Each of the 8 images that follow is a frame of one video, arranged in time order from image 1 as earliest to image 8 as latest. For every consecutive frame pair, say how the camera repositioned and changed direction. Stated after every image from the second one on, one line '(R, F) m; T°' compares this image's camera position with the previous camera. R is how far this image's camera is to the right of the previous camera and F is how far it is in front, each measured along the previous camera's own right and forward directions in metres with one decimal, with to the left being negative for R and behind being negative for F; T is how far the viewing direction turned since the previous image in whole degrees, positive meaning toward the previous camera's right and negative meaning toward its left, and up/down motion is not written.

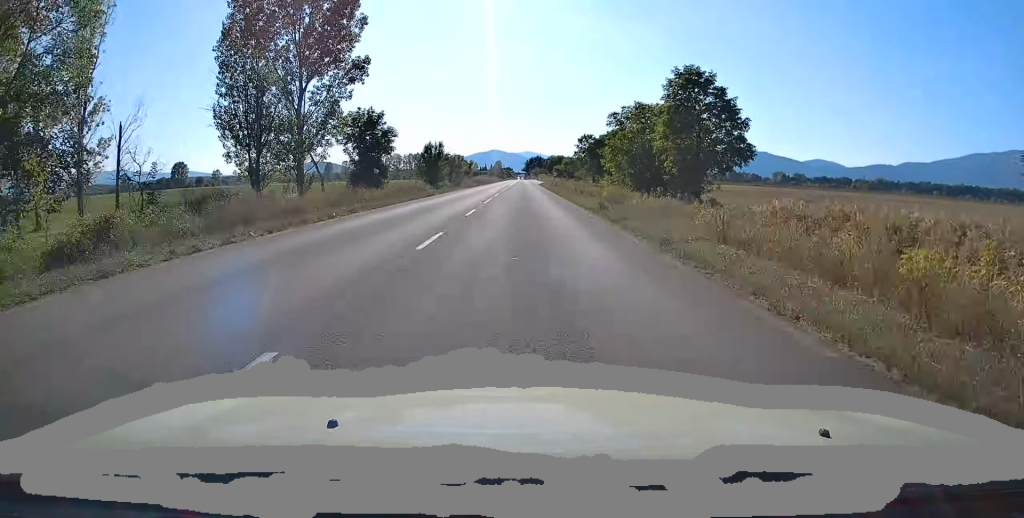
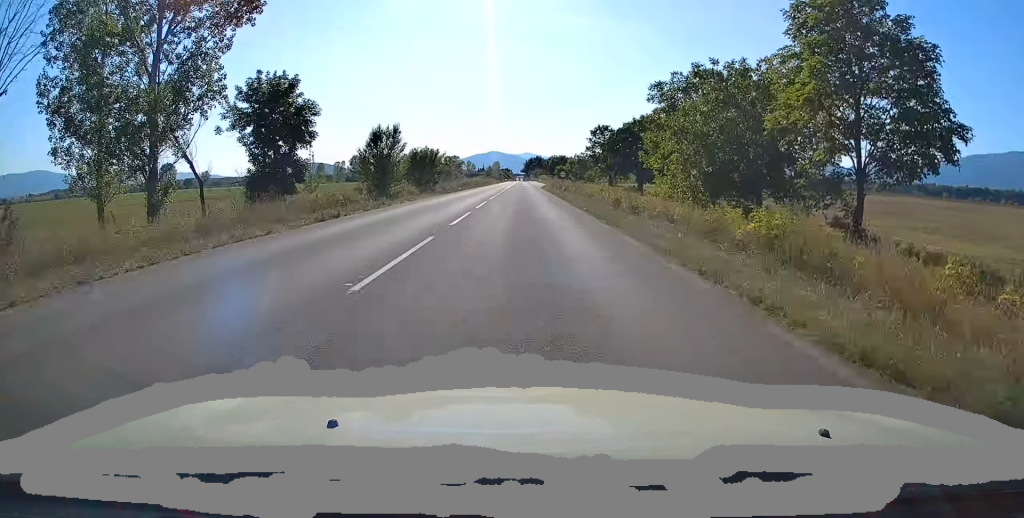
(+0.2, +21.3) m; 0°
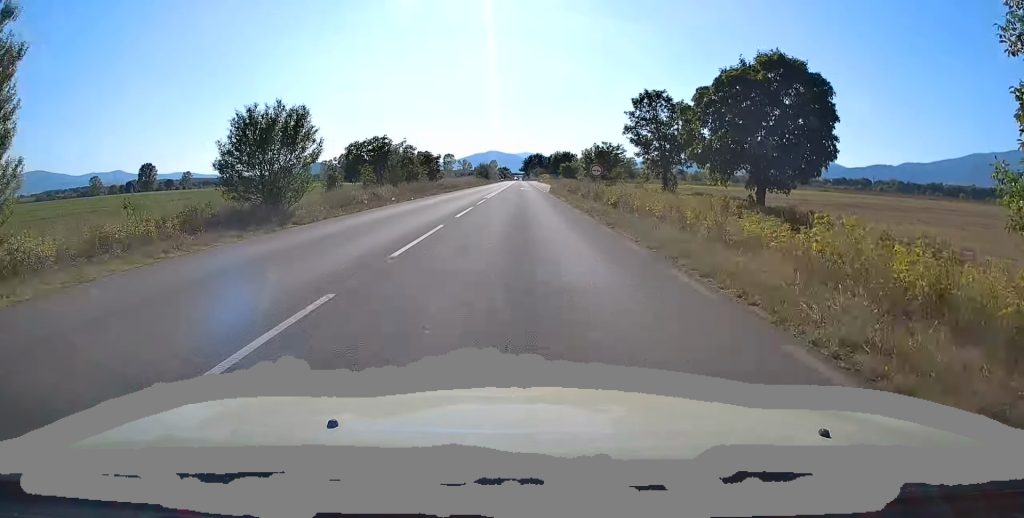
(-0.5, +33.1) m; -1°
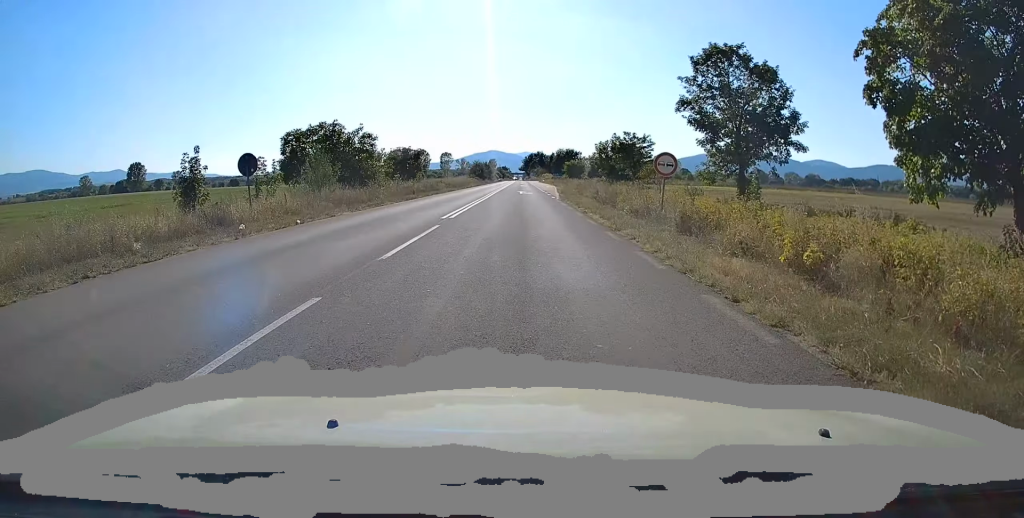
(+0.2, +18.2) m; 0°
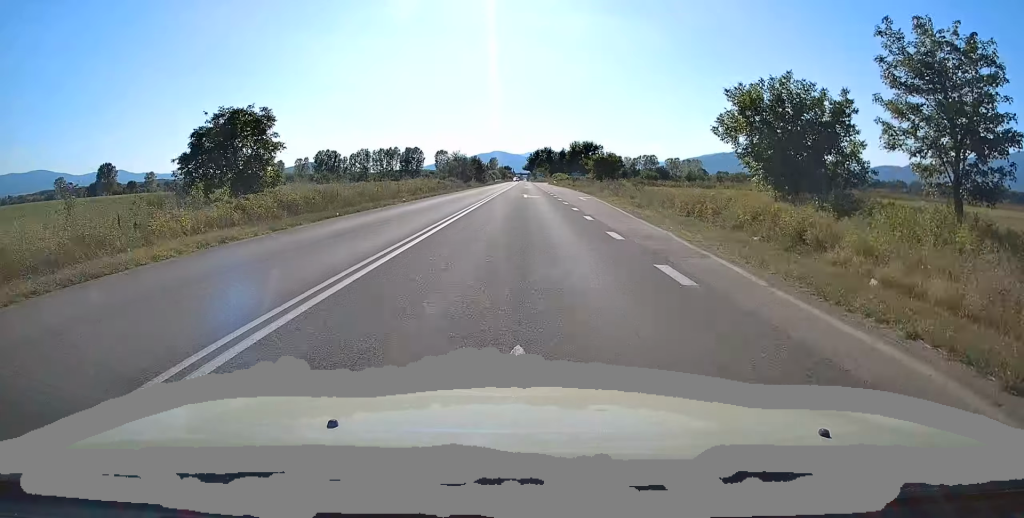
(+0.1, +49.8) m; 0°
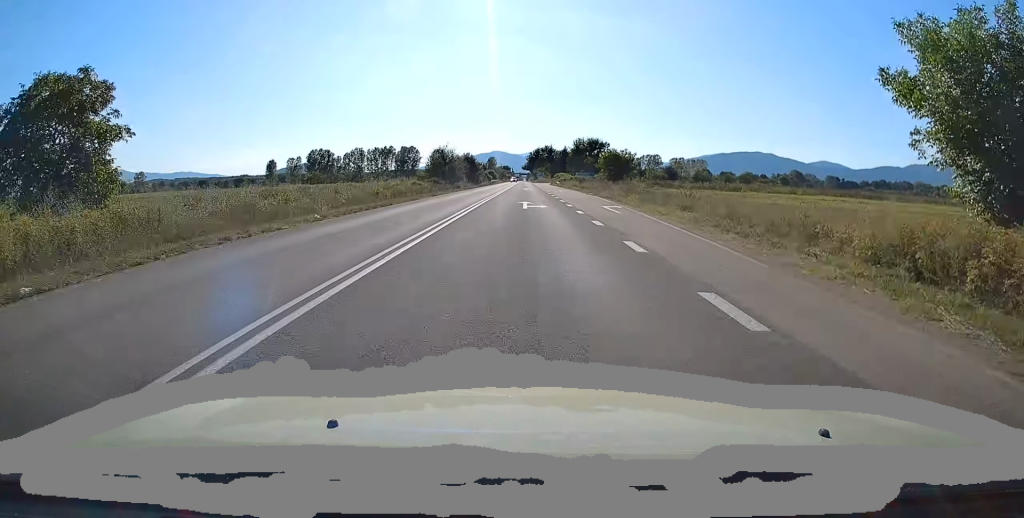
(+0.1, +14.3) m; 0°
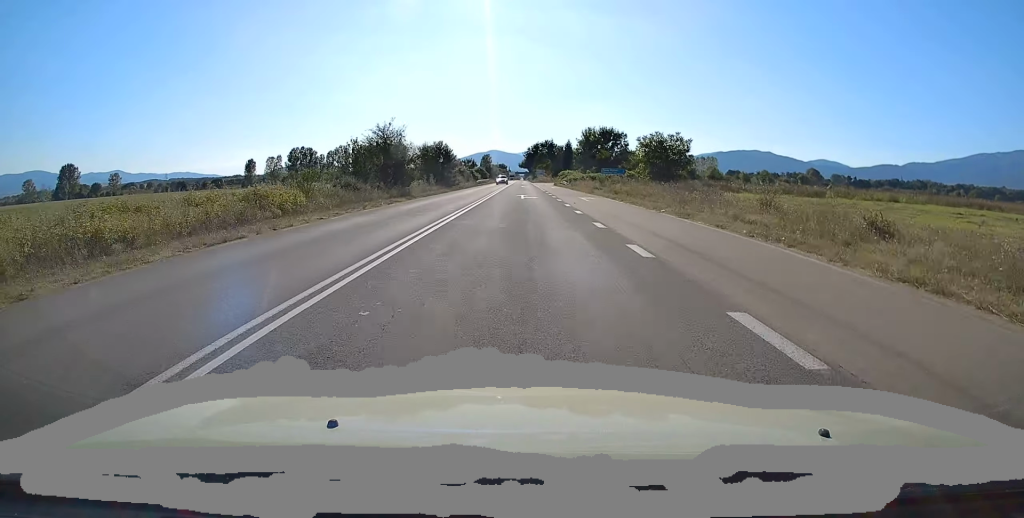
(-0.2, +31.1) m; 0°
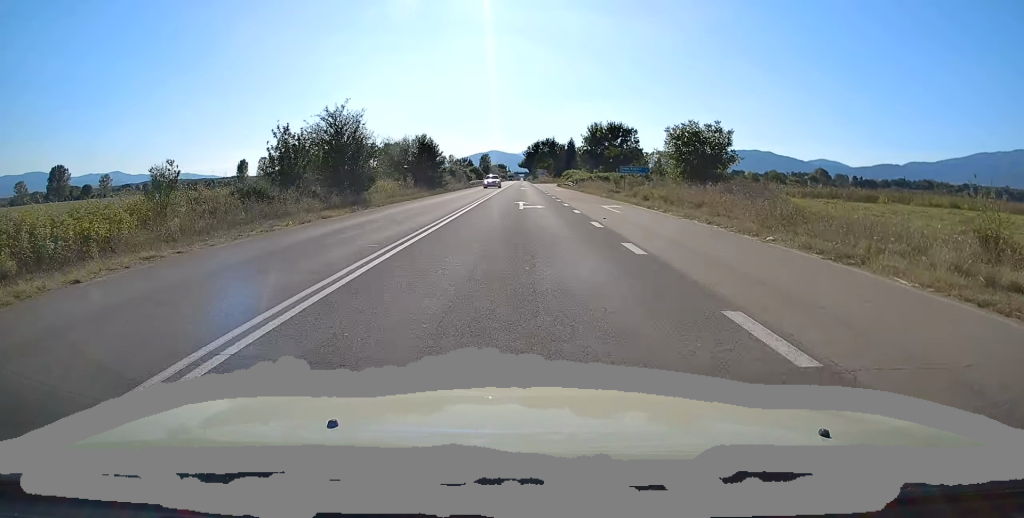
(+0.2, +12.0) m; 0°
